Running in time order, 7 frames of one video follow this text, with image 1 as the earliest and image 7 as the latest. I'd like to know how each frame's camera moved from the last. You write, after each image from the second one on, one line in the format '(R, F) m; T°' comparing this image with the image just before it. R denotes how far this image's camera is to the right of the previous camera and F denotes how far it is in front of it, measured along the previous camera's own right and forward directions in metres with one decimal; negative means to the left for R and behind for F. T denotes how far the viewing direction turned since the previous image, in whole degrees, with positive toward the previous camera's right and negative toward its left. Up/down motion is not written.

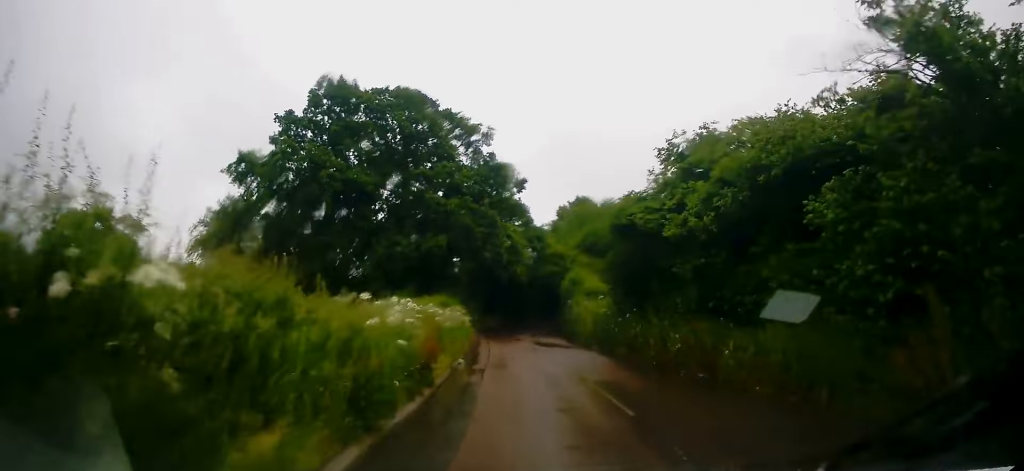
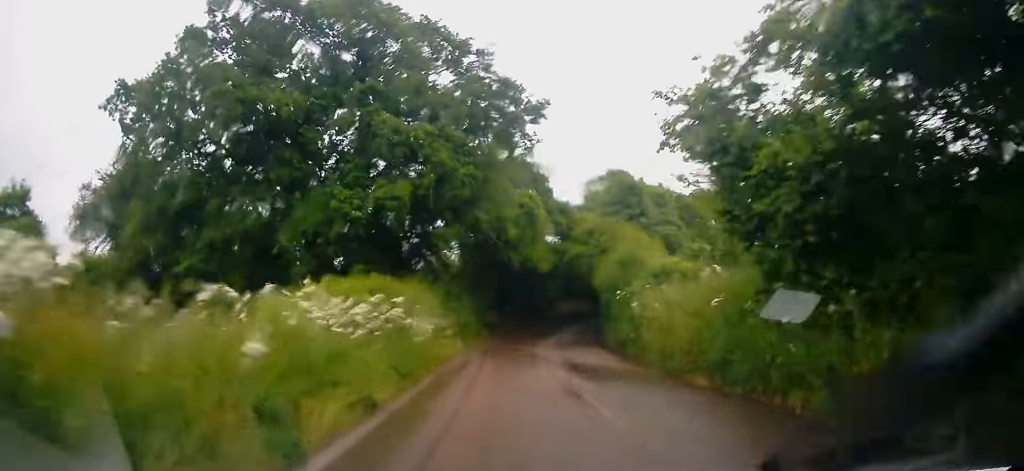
(-0.3, +13.2) m; -2°
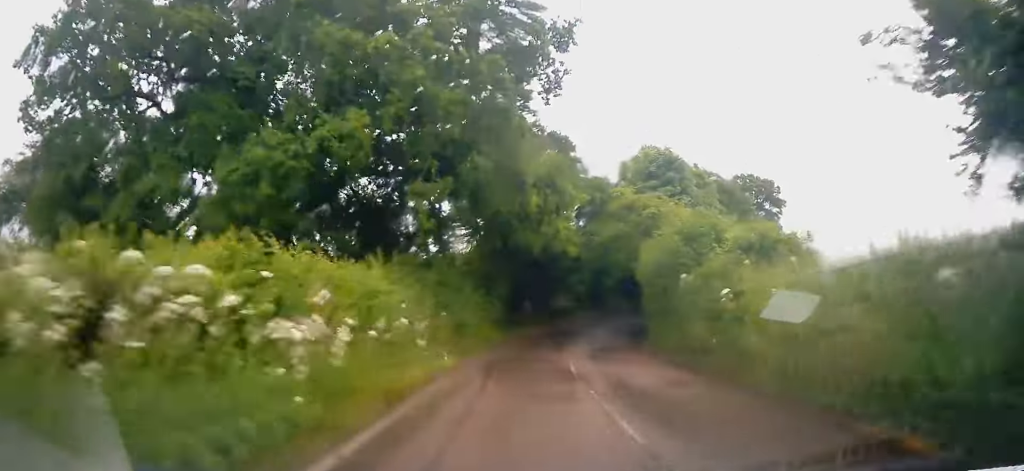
(0.0, +6.4) m; -1°
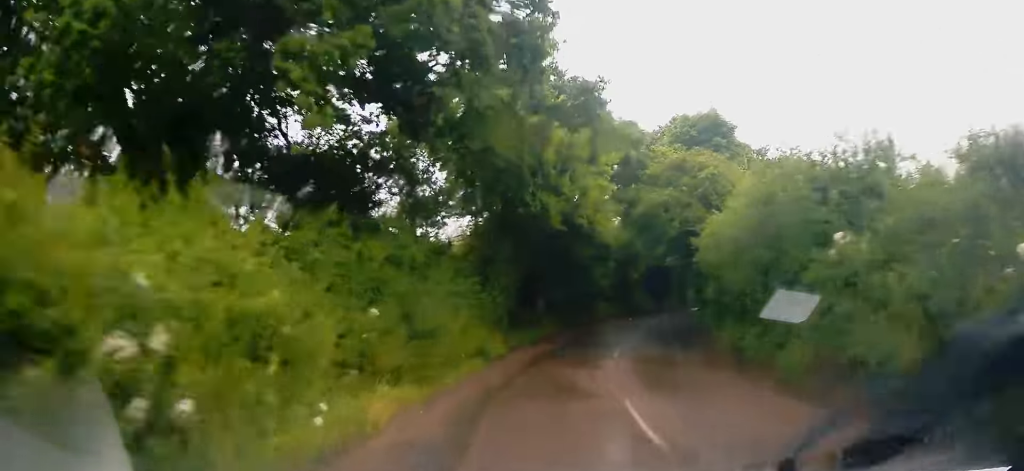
(0.0, +7.3) m; -1°
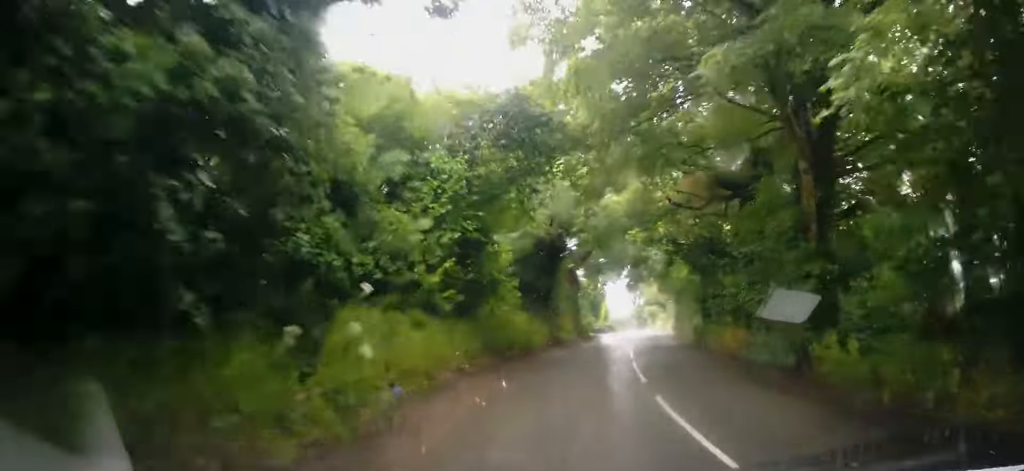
(+1.9, +30.4) m; +10°
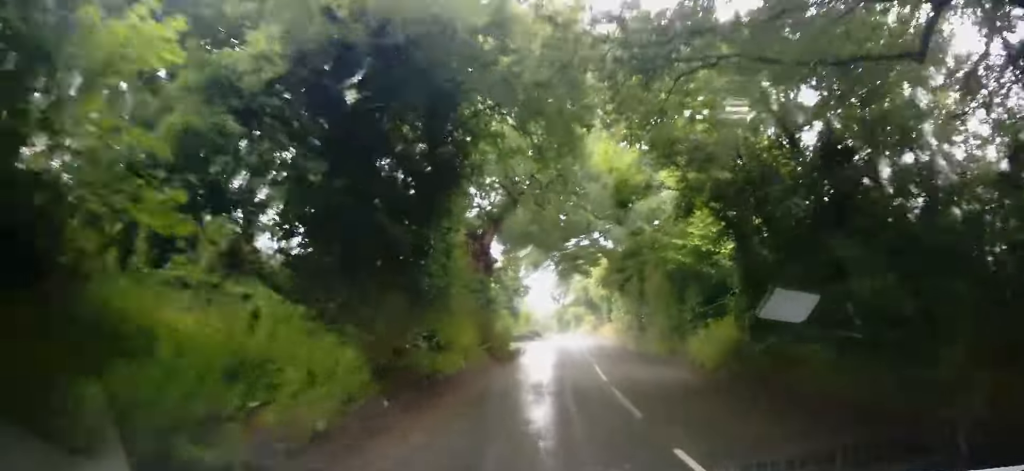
(+0.8, +13.3) m; +7°
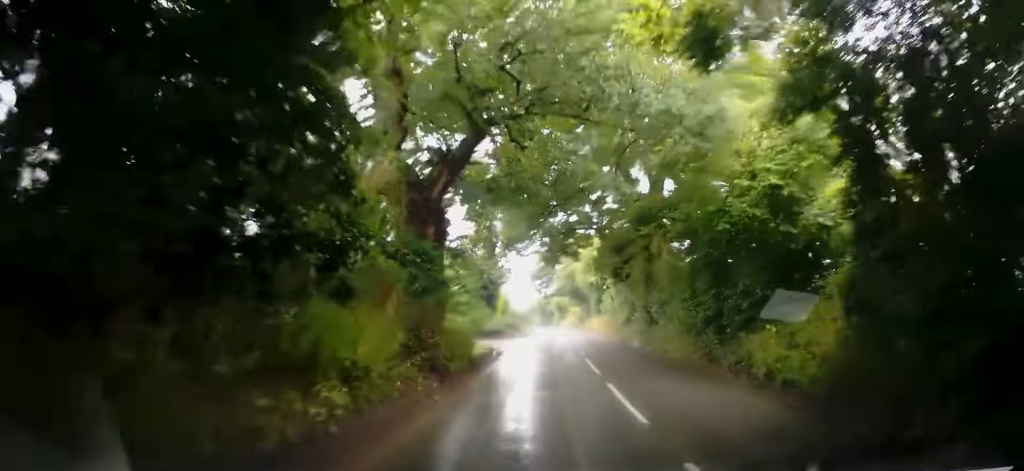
(+0.1, +5.8) m; +4°
